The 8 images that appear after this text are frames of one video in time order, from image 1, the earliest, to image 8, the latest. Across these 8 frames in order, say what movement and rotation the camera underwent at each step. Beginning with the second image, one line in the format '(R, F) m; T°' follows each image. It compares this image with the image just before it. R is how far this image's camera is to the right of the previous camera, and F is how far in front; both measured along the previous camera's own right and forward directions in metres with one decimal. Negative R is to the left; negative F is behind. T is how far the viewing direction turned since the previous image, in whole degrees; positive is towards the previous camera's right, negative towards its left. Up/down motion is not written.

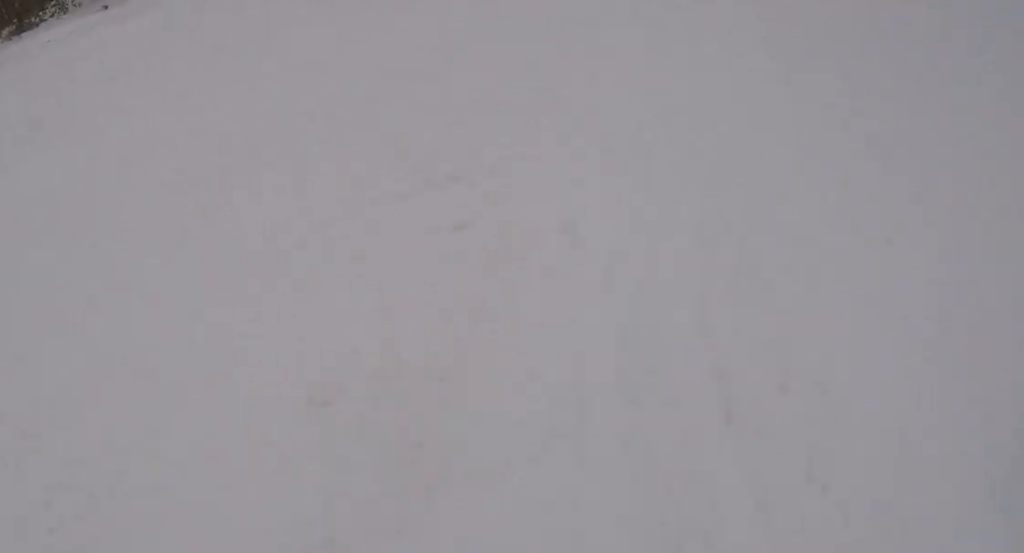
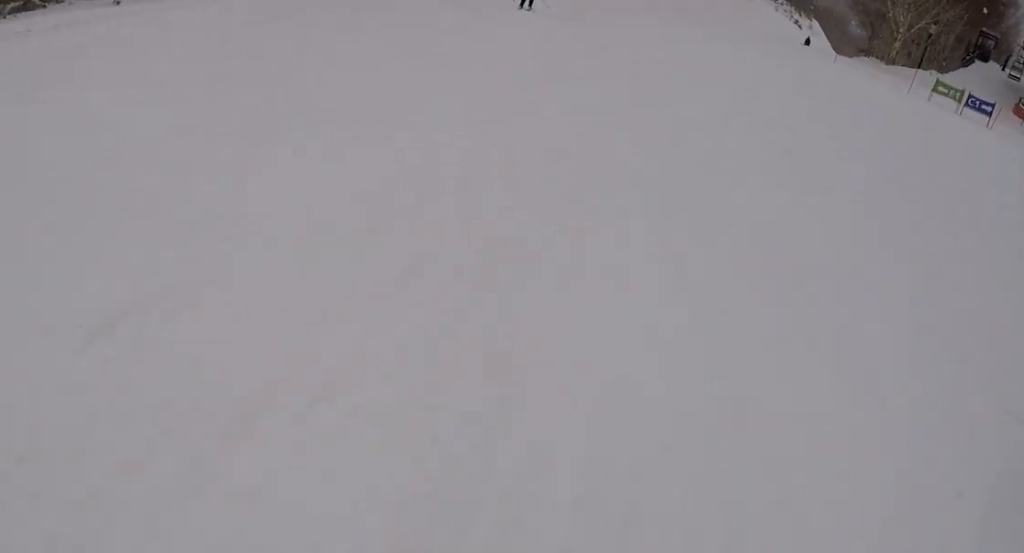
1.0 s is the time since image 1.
(0.0, +6.7) m; 0°
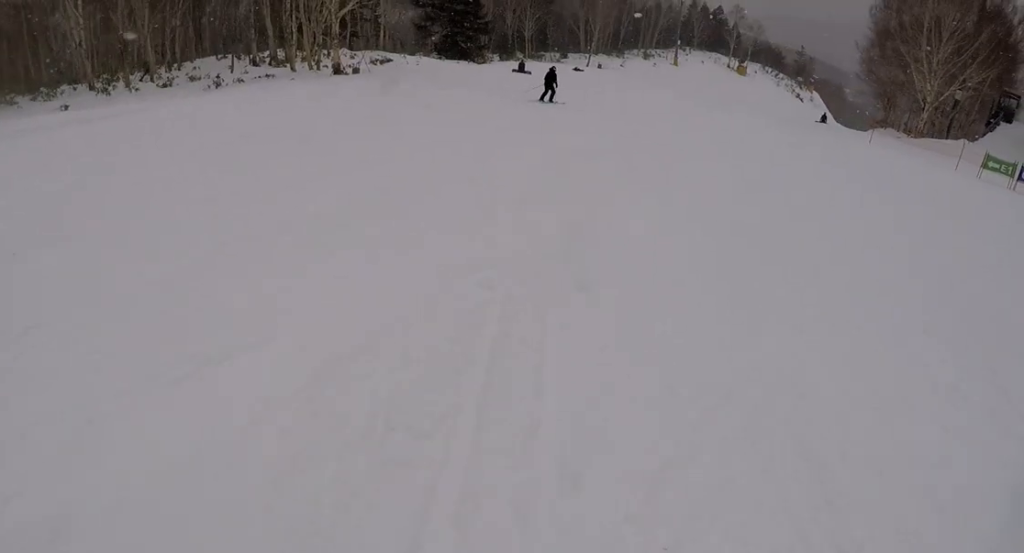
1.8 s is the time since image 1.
(0.0, +5.3) m; +1°
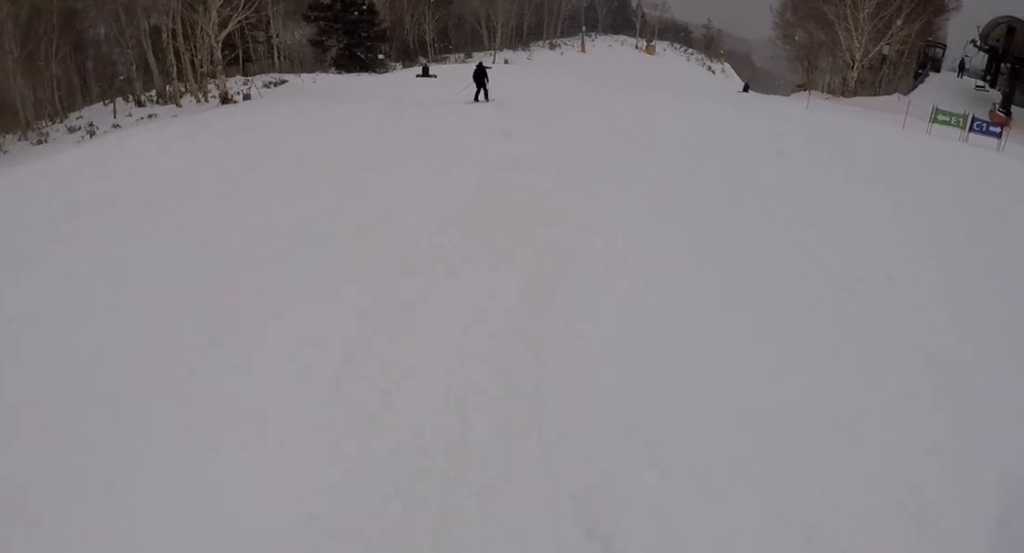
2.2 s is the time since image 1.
(-0.1, +2.8) m; +5°
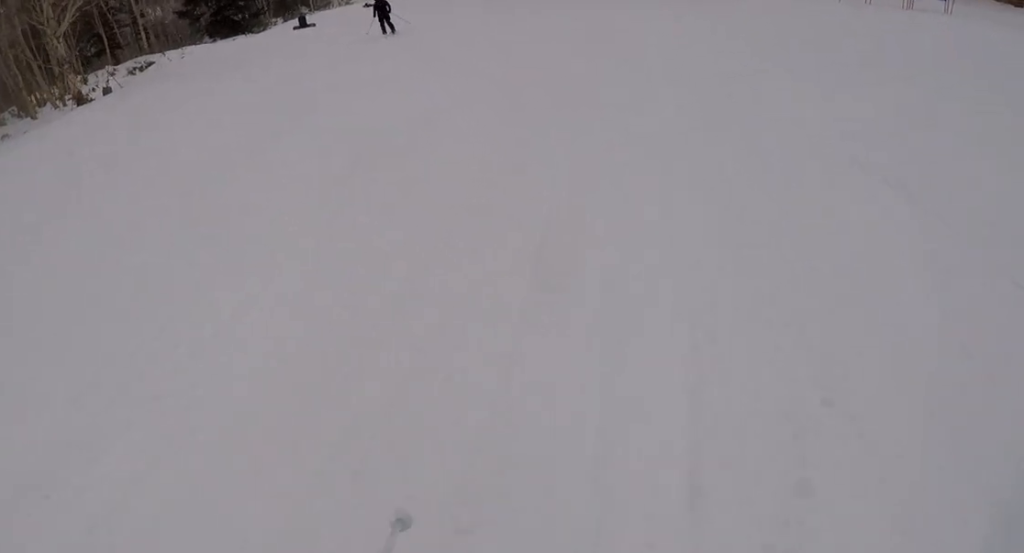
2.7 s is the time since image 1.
(-0.4, +3.3) m; +6°
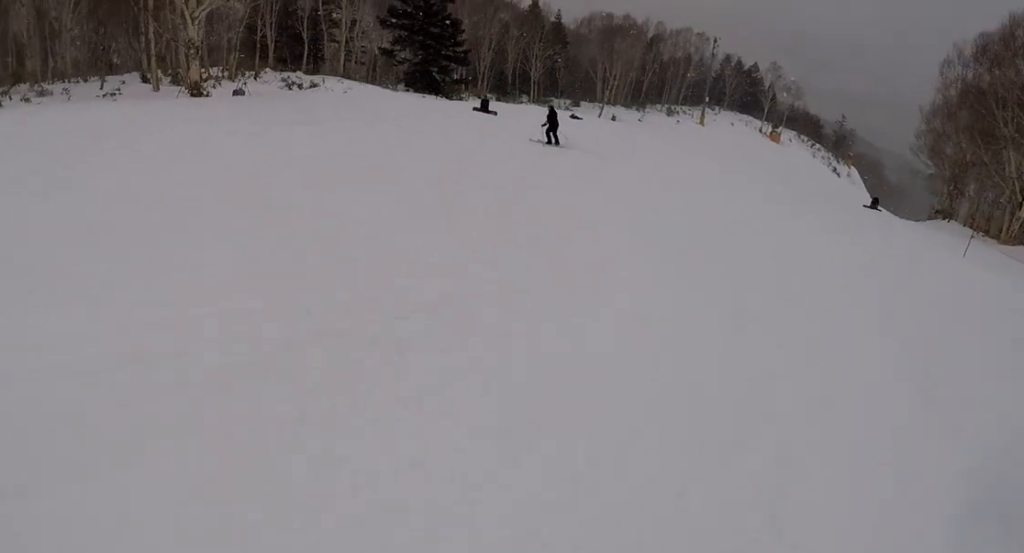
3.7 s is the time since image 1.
(+1.5, +6.3) m; -11°
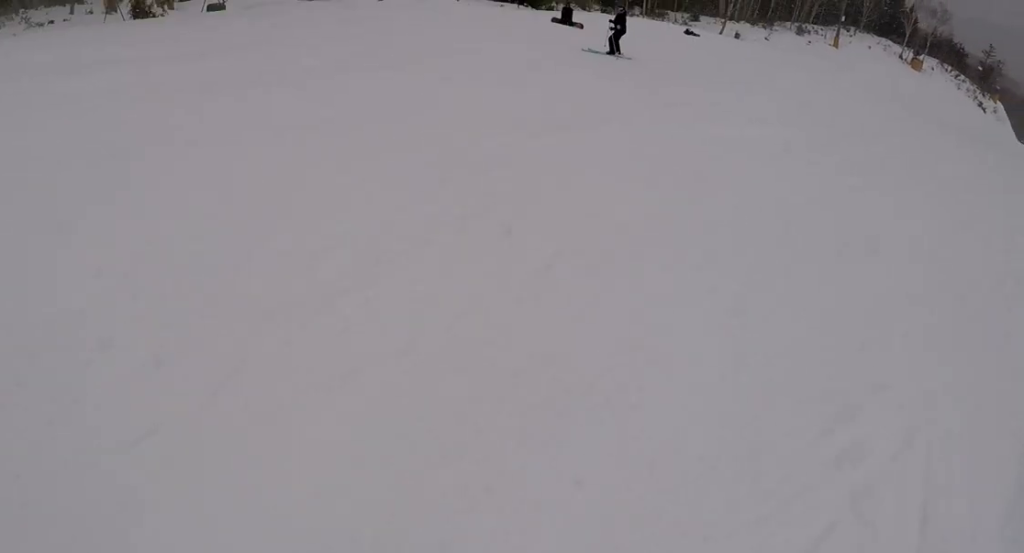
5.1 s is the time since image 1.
(-2.8, +9.0) m; -3°
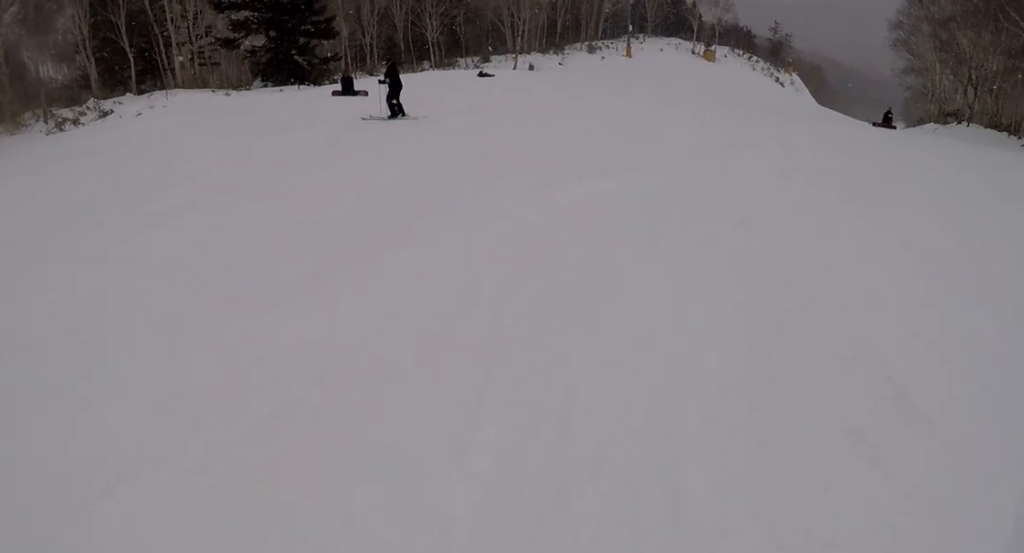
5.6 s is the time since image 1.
(+0.1, +3.2) m; +12°
